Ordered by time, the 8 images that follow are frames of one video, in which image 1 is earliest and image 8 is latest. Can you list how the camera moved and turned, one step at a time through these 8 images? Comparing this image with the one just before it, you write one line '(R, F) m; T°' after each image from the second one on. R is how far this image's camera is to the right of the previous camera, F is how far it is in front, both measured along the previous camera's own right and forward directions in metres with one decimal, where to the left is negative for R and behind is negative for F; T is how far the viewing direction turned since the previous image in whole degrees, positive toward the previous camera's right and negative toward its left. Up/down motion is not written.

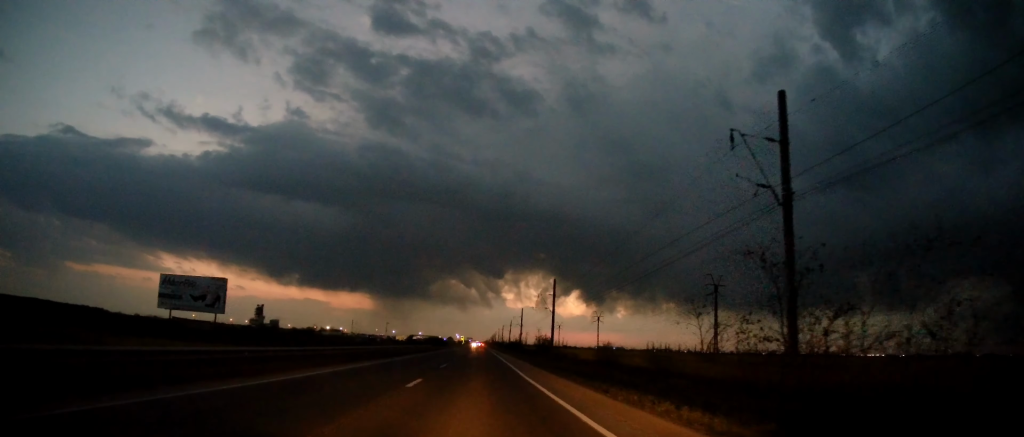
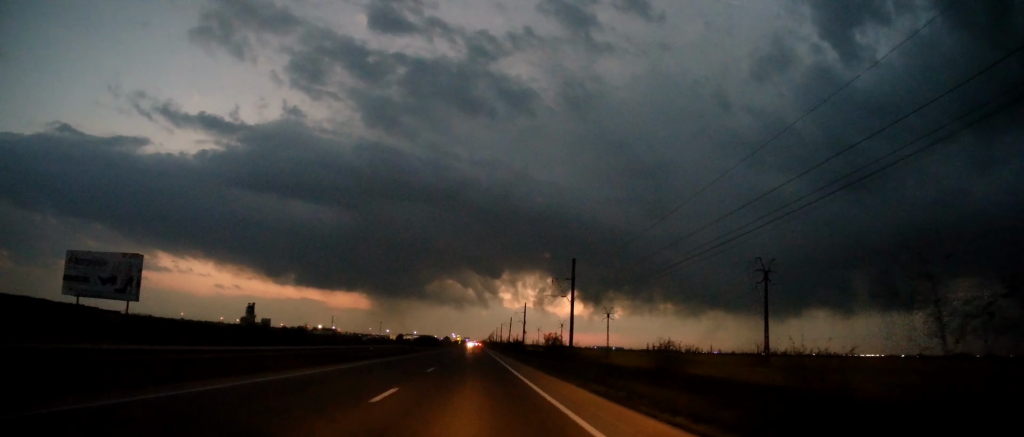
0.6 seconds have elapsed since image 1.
(+0.1, +15.8) m; -1°
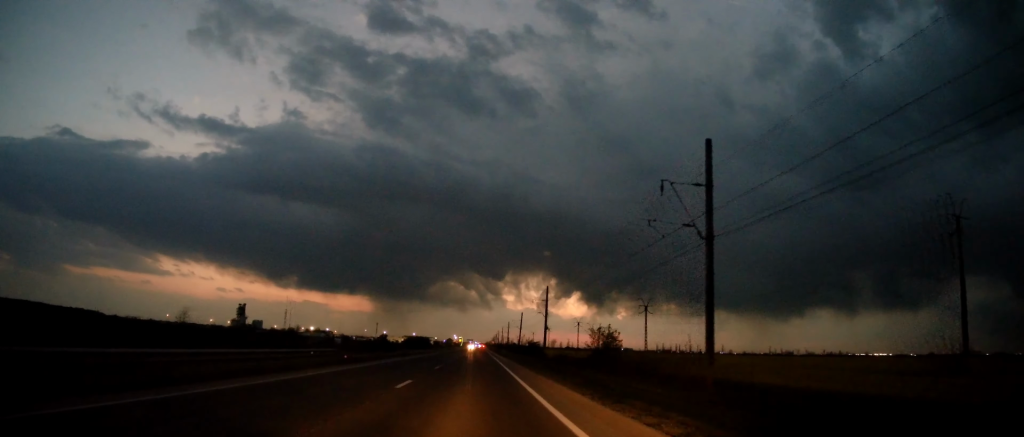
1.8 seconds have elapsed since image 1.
(-0.6, +30.7) m; 0°
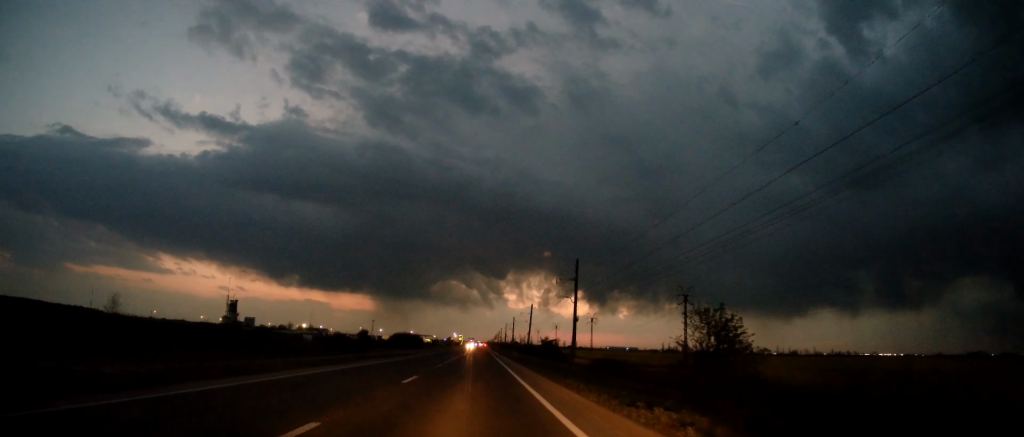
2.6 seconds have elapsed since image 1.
(+0.5, +21.8) m; +1°
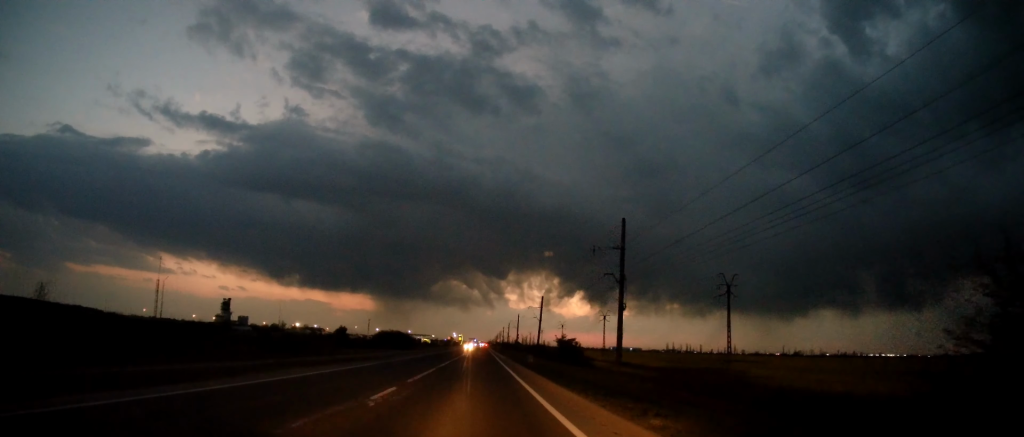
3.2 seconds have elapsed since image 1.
(0.0, +16.5) m; 0°
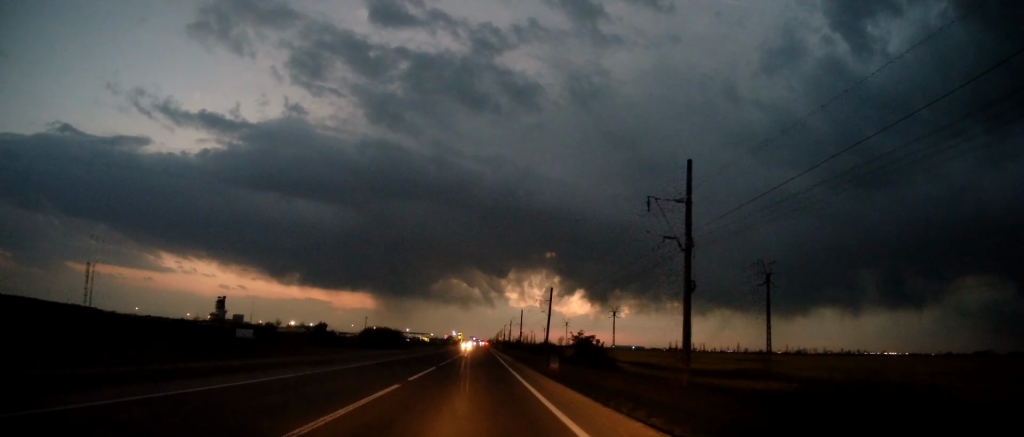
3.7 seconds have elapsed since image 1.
(+0.1, +11.2) m; 0°
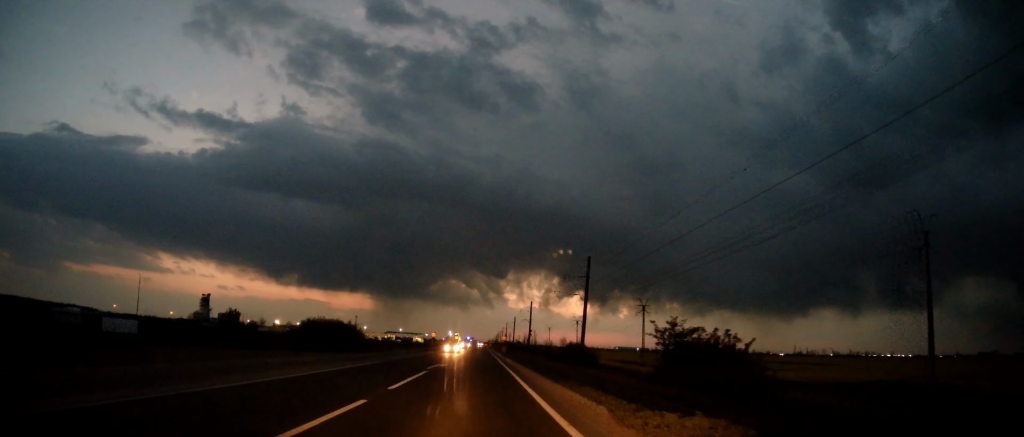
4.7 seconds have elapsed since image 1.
(-0.3, +27.5) m; 0°
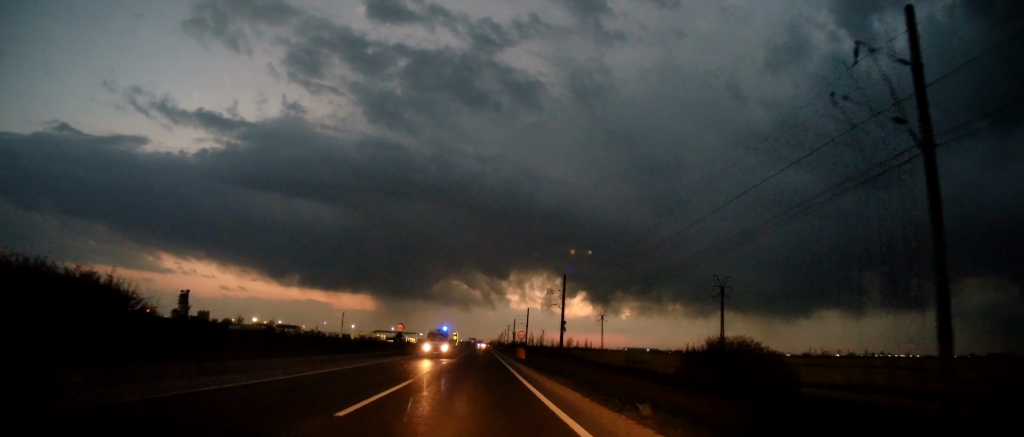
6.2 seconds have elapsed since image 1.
(+0.1, +38.4) m; 0°
